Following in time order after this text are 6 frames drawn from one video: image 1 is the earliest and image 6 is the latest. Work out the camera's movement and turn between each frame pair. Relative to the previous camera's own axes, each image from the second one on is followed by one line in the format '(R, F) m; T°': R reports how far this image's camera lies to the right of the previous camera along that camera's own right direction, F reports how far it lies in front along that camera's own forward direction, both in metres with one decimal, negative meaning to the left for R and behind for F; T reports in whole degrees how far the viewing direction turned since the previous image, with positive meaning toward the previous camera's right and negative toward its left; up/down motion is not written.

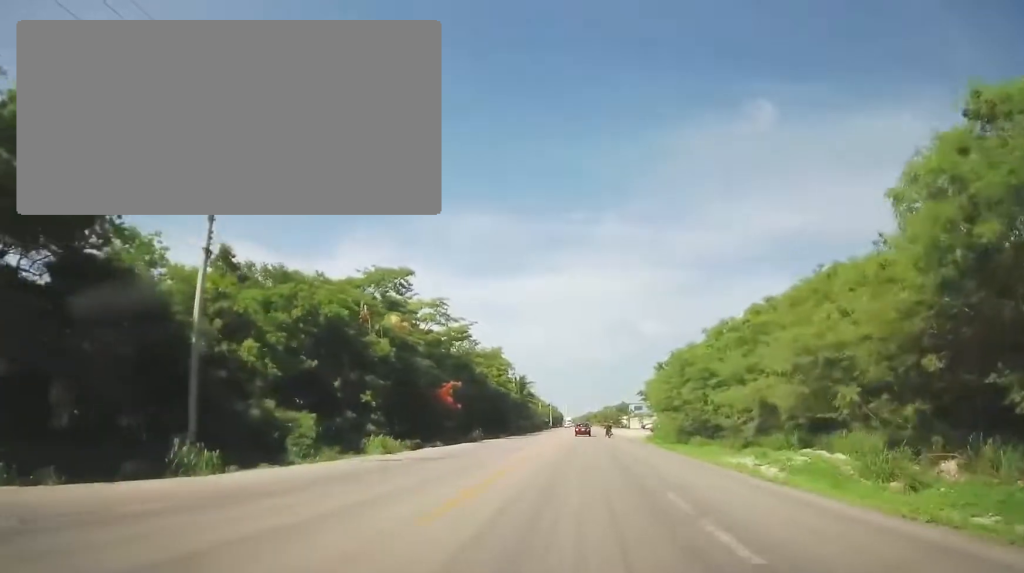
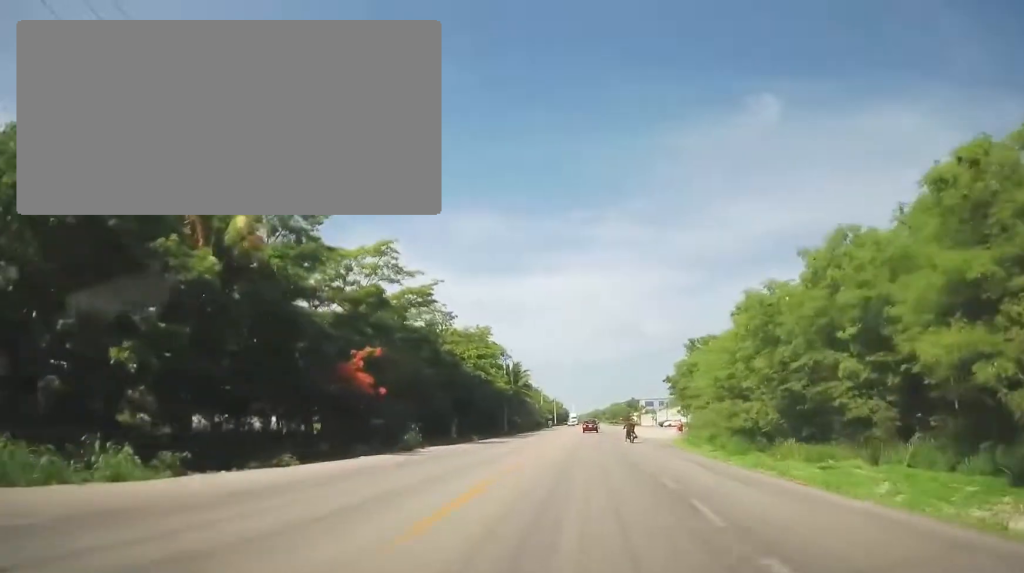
(+0.5, +20.3) m; +2°
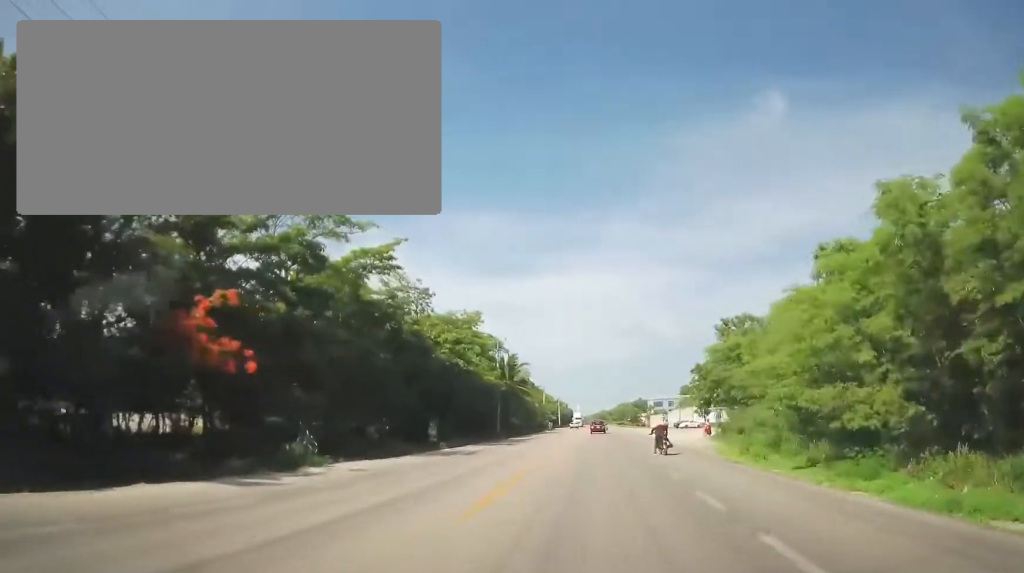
(-0.1, +12.5) m; 0°
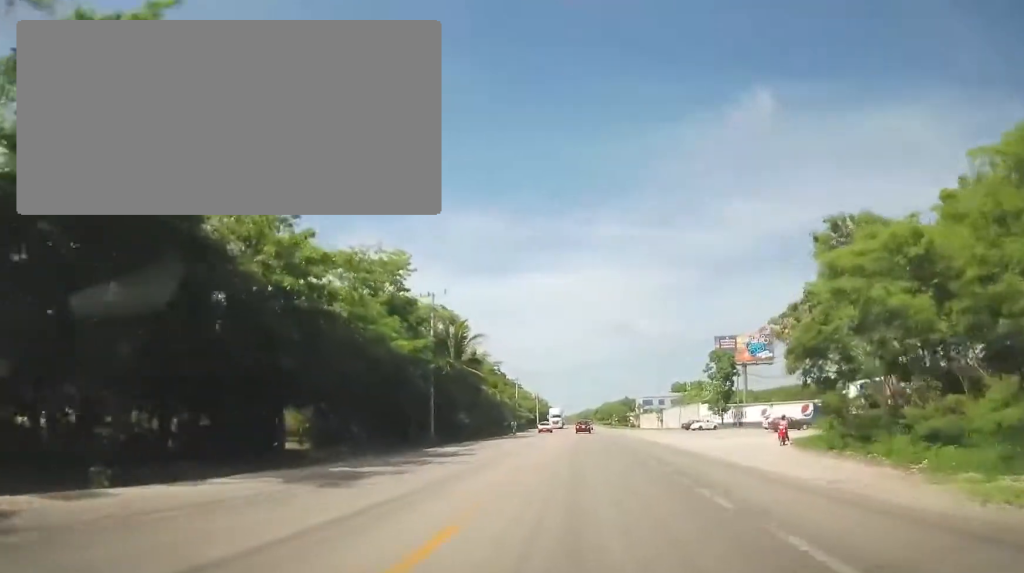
(-0.1, +25.0) m; +1°
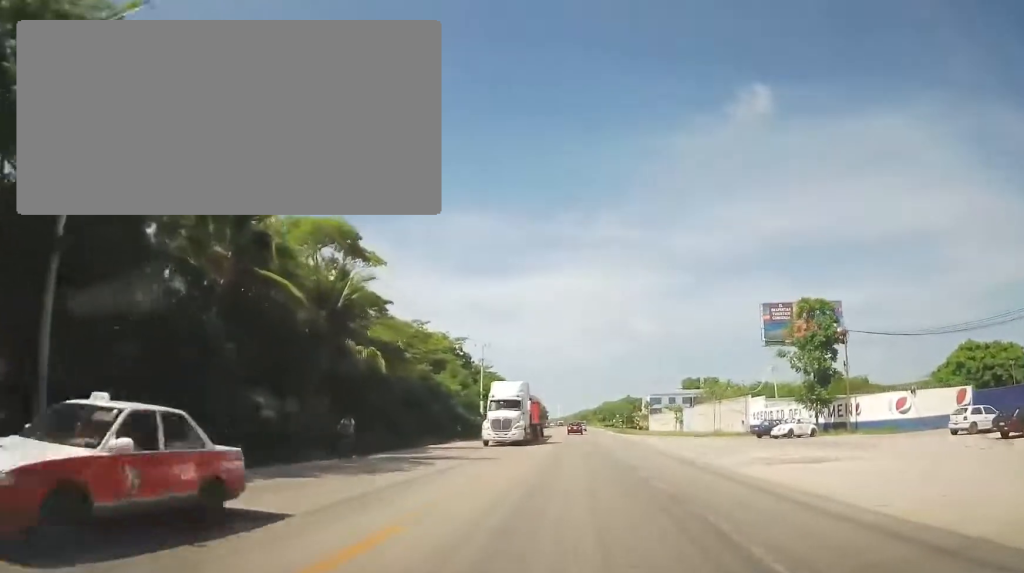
(0.0, +35.7) m; 0°
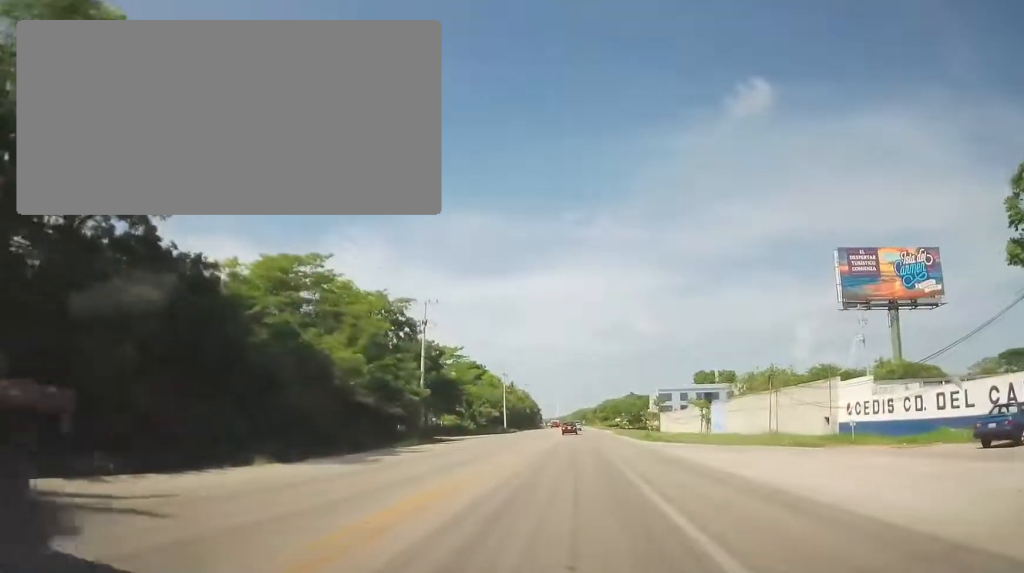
(+0.4, +28.2) m; +1°
